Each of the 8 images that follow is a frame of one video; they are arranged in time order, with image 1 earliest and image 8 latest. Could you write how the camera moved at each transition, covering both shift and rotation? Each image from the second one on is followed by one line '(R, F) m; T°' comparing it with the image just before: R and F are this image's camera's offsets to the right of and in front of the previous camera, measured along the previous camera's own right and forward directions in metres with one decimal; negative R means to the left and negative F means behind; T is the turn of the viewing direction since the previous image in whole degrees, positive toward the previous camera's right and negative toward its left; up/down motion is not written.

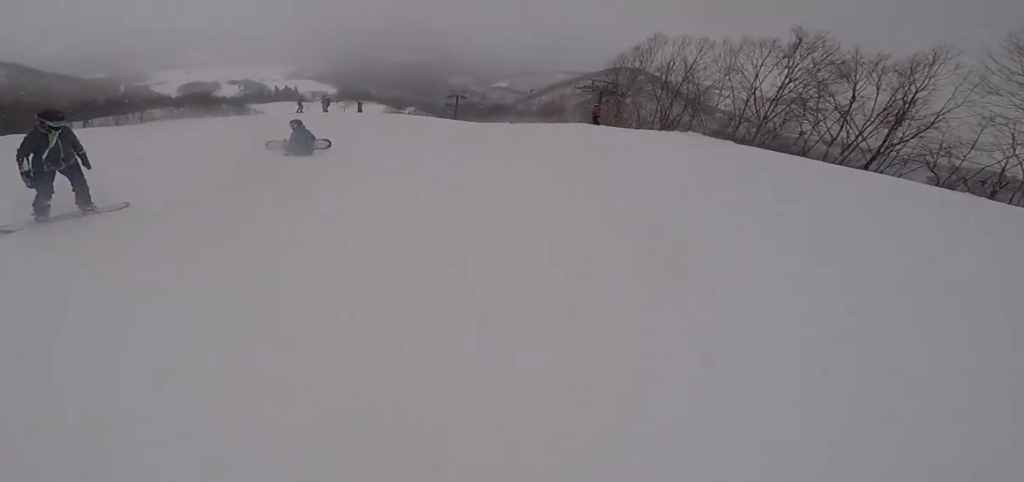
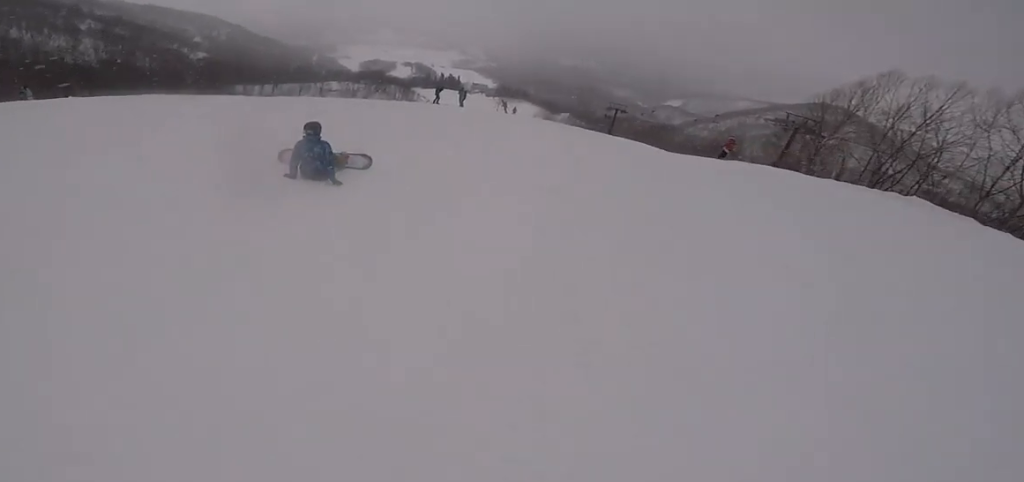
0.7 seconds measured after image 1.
(-0.5, +4.1) m; -9°
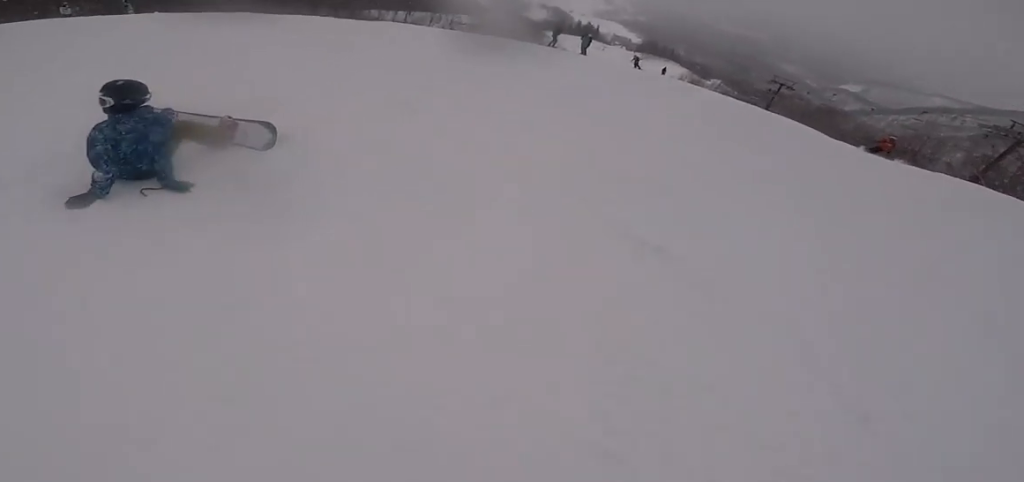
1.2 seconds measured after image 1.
(-0.2, +3.5) m; -7°
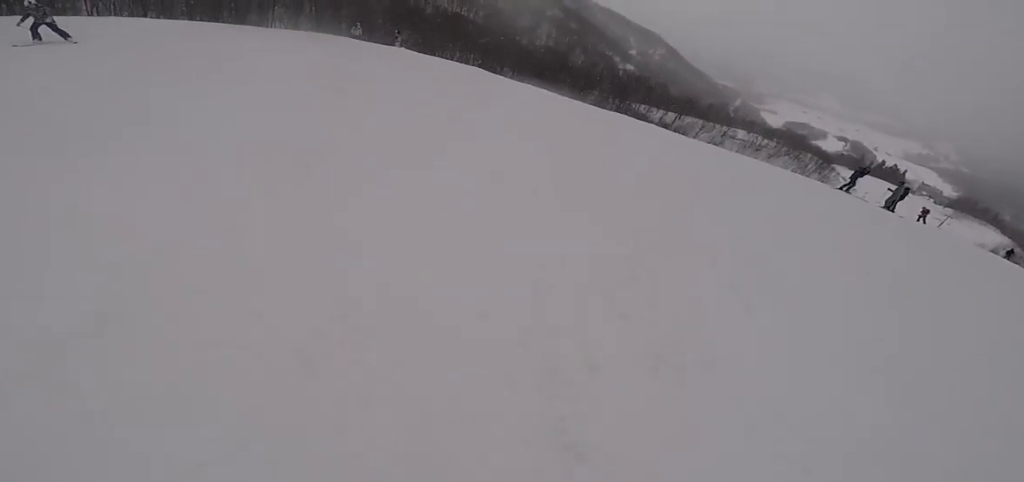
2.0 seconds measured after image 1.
(-0.3, +4.8) m; -6°
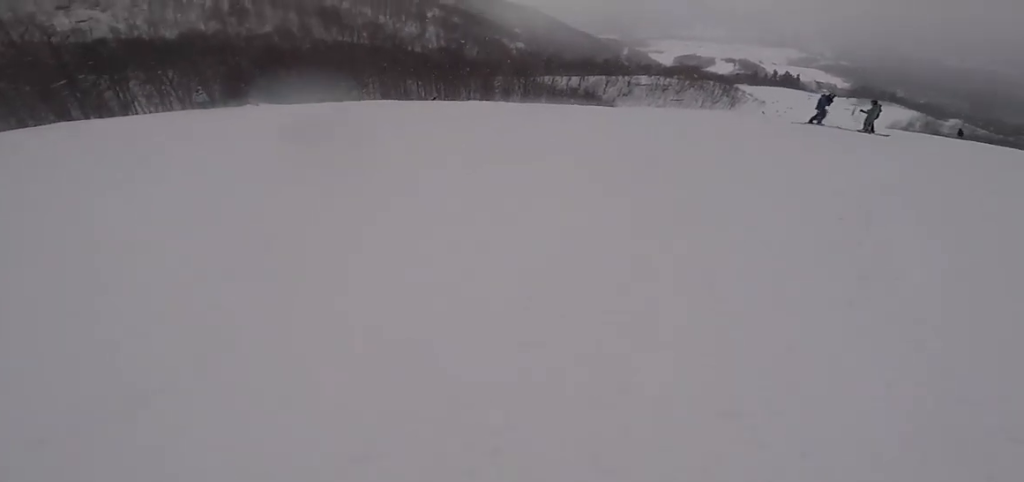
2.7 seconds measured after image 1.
(-0.8, +4.0) m; +2°
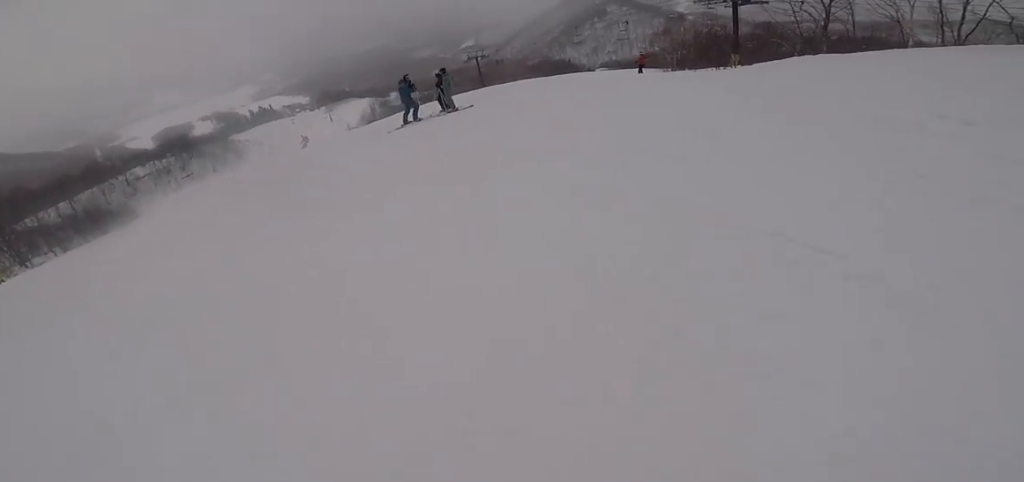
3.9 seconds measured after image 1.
(+1.7, +5.4) m; +26°
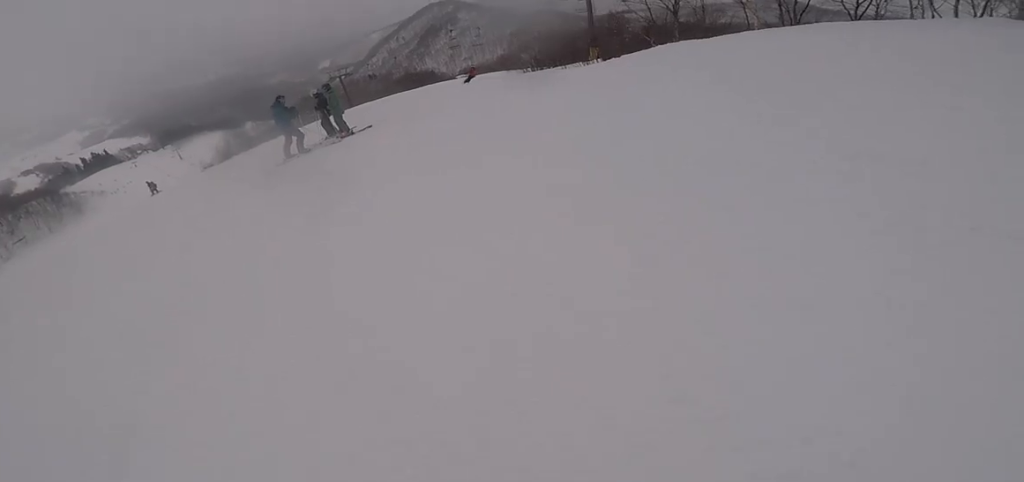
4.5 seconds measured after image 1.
(+0.2, +2.2) m; +13°
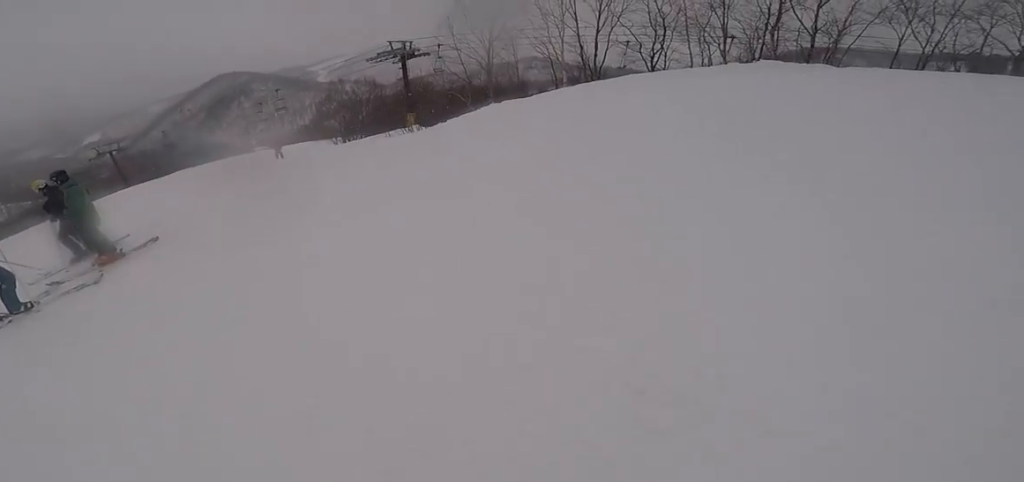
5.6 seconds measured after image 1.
(+1.0, +3.6) m; +27°
